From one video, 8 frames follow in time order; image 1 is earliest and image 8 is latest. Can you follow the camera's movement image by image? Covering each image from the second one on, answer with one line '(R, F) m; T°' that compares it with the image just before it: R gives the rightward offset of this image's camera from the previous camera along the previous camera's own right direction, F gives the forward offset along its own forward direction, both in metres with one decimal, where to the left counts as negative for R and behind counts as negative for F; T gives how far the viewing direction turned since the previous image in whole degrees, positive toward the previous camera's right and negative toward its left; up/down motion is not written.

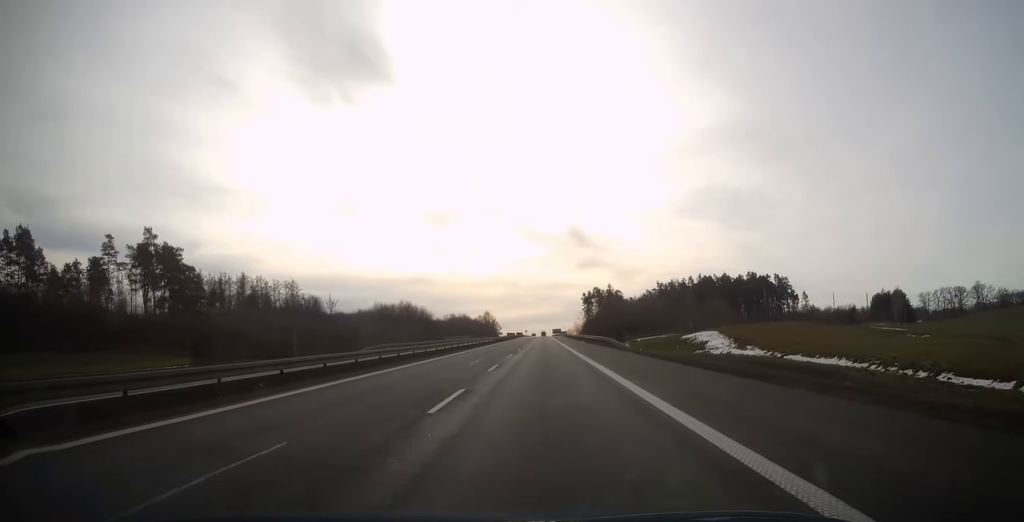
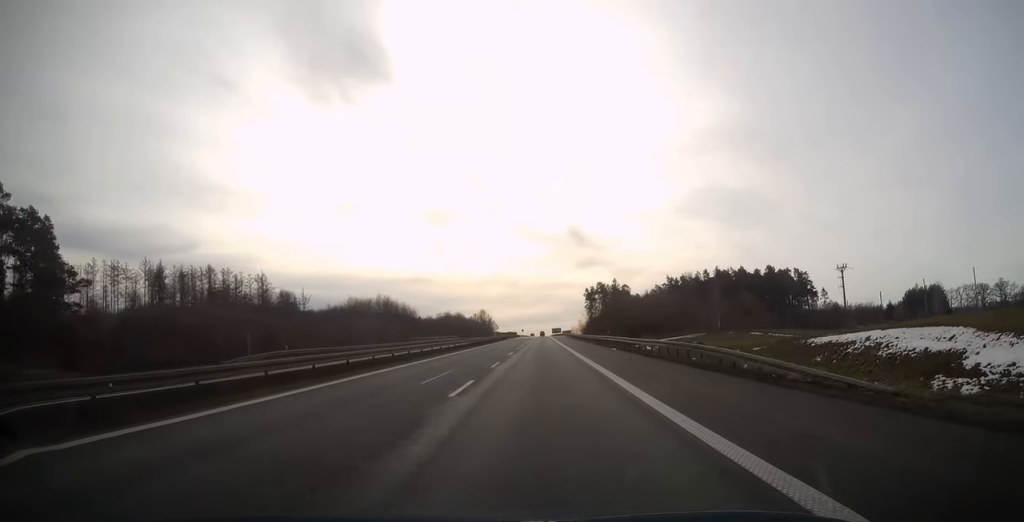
(+0.1, +32.9) m; 0°
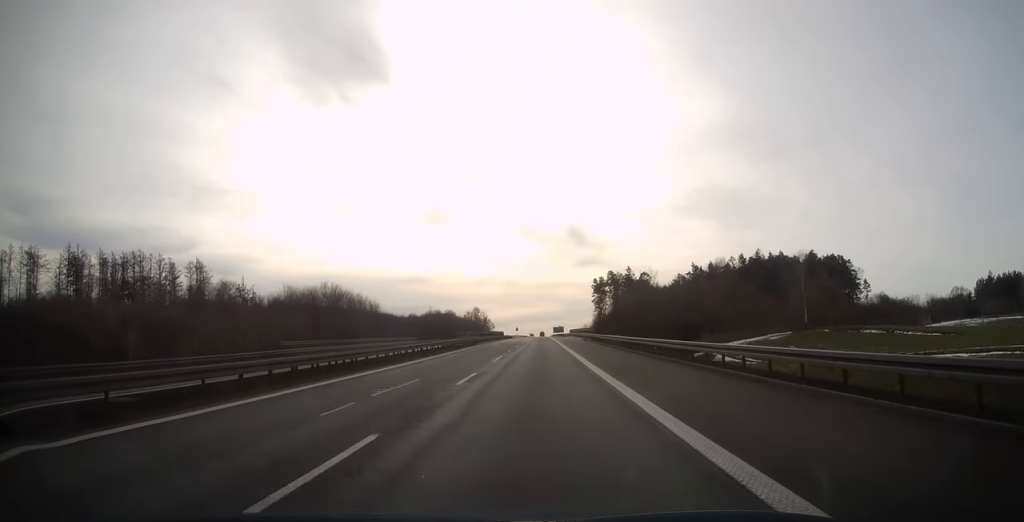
(+0.1, +55.2) m; 0°
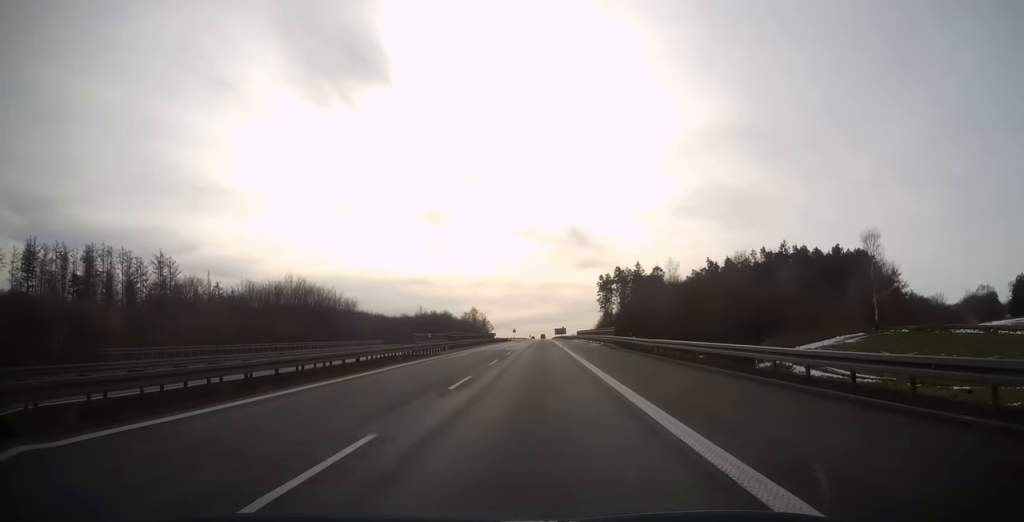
(-0.1, +24.3) m; 0°
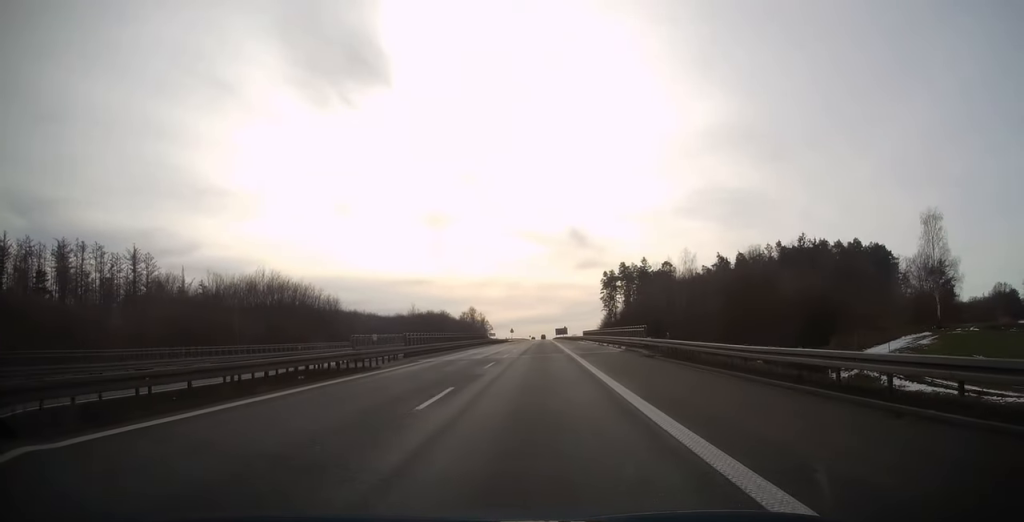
(0.0, +15.2) m; 0°
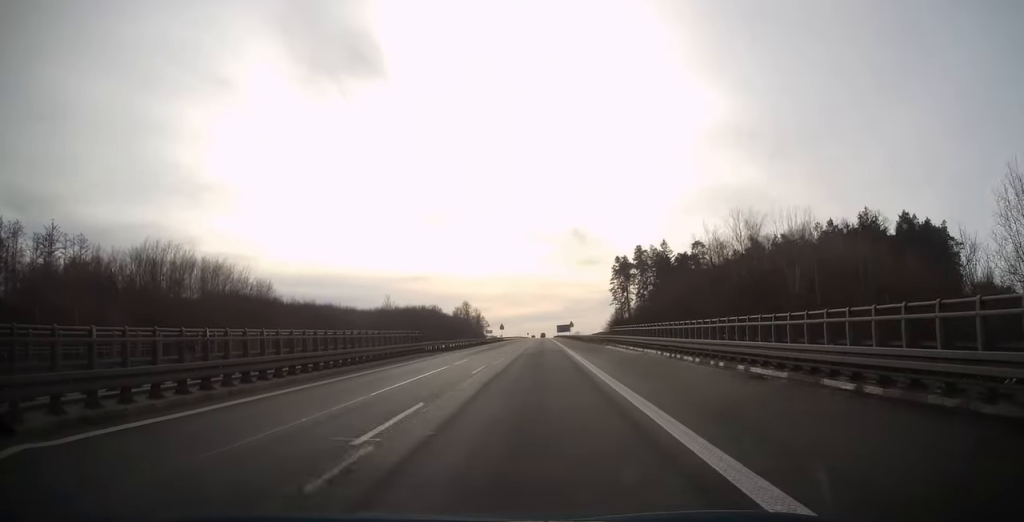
(+0.1, +39.0) m; 0°
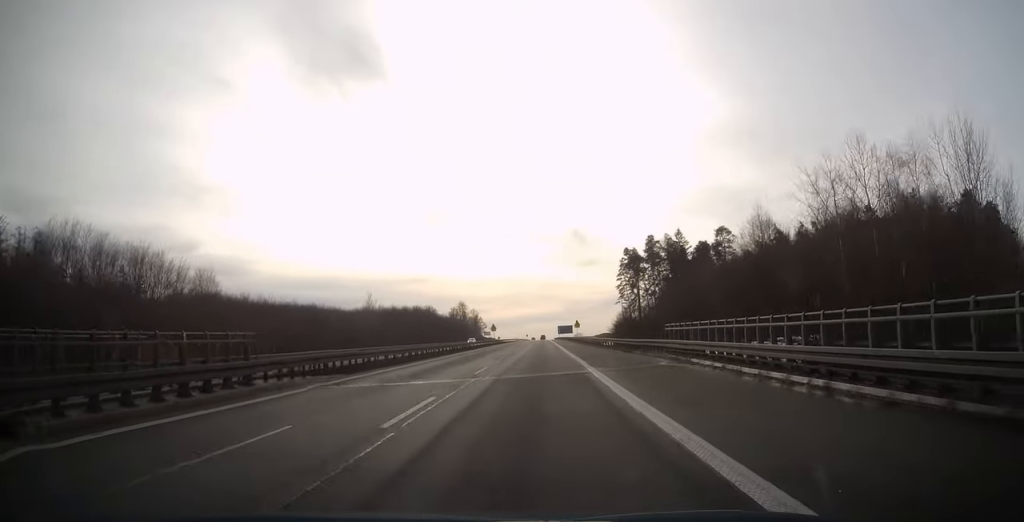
(0.0, +21.8) m; 0°
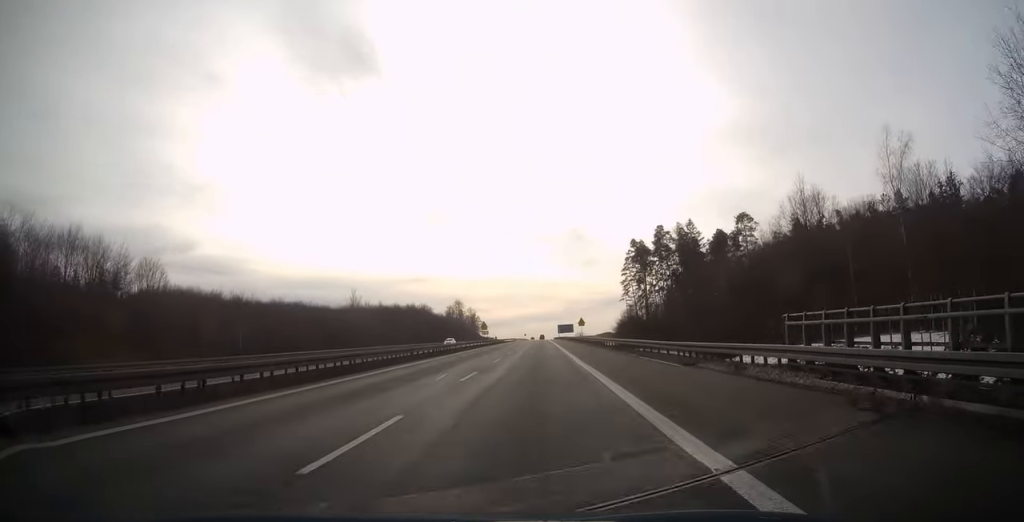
(0.0, +14.7) m; 0°
